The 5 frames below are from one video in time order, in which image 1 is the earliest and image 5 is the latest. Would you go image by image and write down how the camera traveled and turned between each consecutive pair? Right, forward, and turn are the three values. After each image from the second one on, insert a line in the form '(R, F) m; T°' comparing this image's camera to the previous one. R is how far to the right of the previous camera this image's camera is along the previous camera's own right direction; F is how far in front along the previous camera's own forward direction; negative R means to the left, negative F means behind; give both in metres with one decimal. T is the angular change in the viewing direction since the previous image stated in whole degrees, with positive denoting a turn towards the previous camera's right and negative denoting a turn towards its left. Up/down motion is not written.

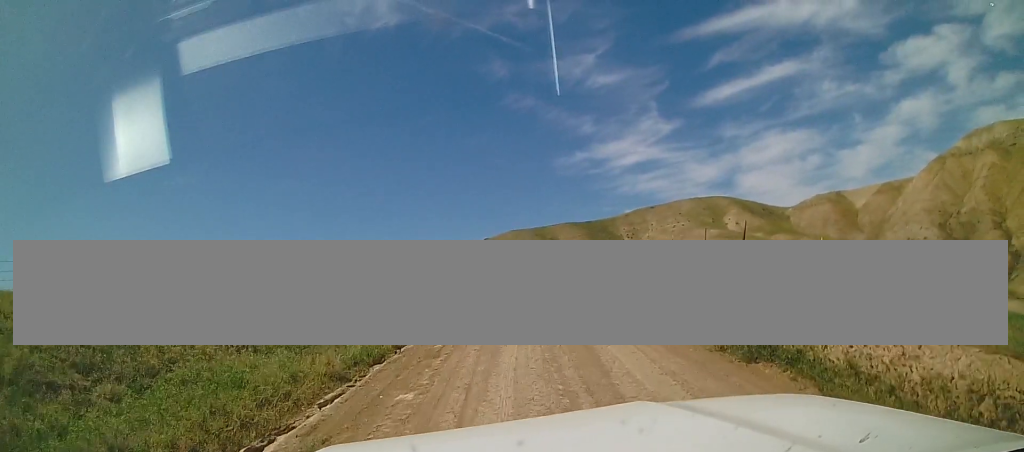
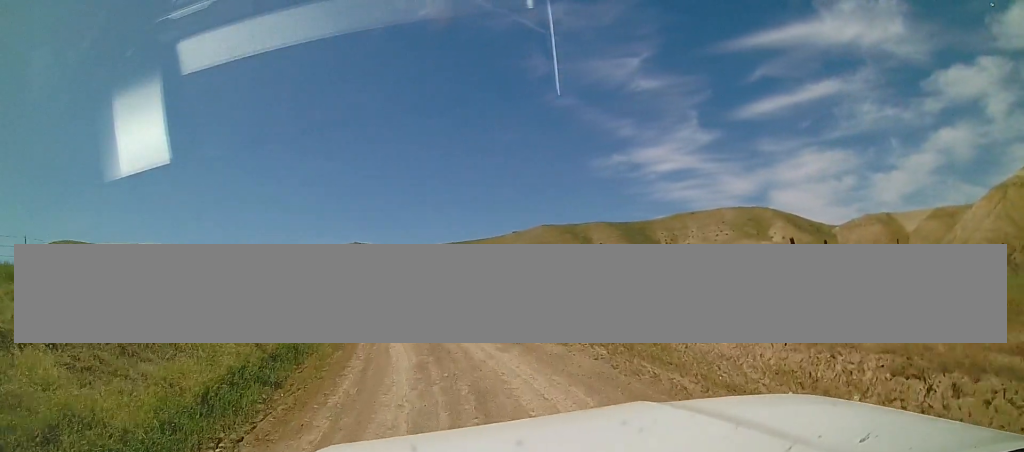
(+0.4, +30.0) m; -3°
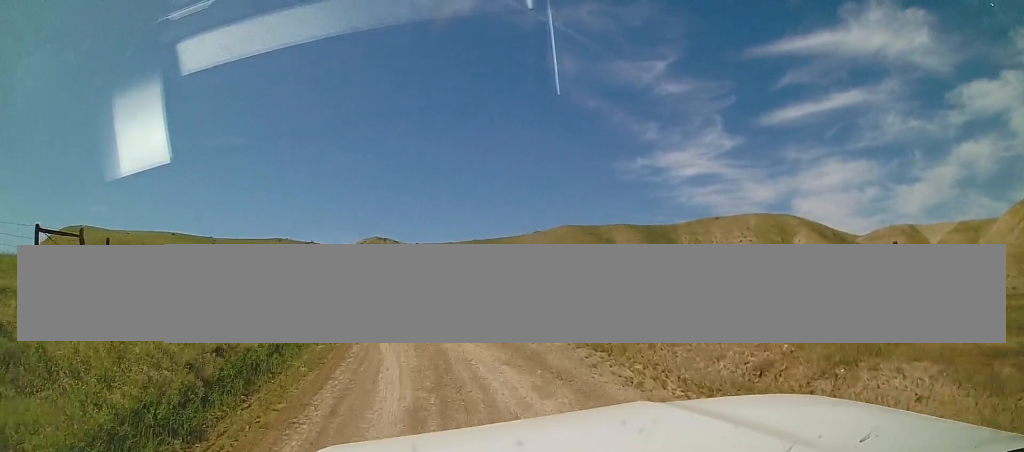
(-0.1, +3.6) m; -3°
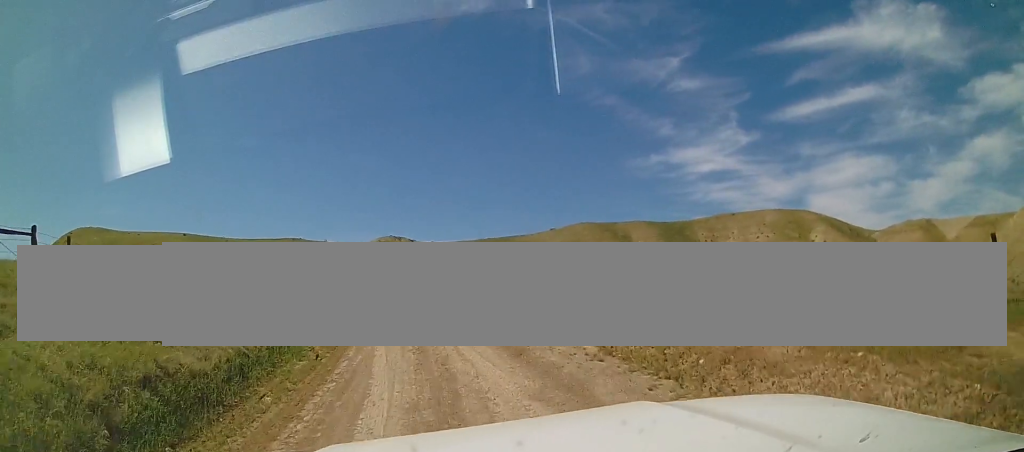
(+0.1, +2.8) m; -2°
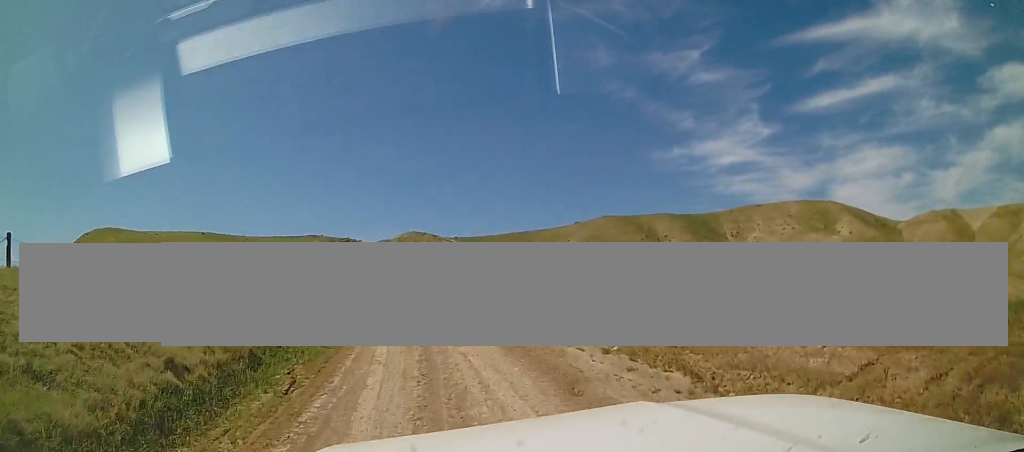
(-0.1, +3.4) m; -2°
